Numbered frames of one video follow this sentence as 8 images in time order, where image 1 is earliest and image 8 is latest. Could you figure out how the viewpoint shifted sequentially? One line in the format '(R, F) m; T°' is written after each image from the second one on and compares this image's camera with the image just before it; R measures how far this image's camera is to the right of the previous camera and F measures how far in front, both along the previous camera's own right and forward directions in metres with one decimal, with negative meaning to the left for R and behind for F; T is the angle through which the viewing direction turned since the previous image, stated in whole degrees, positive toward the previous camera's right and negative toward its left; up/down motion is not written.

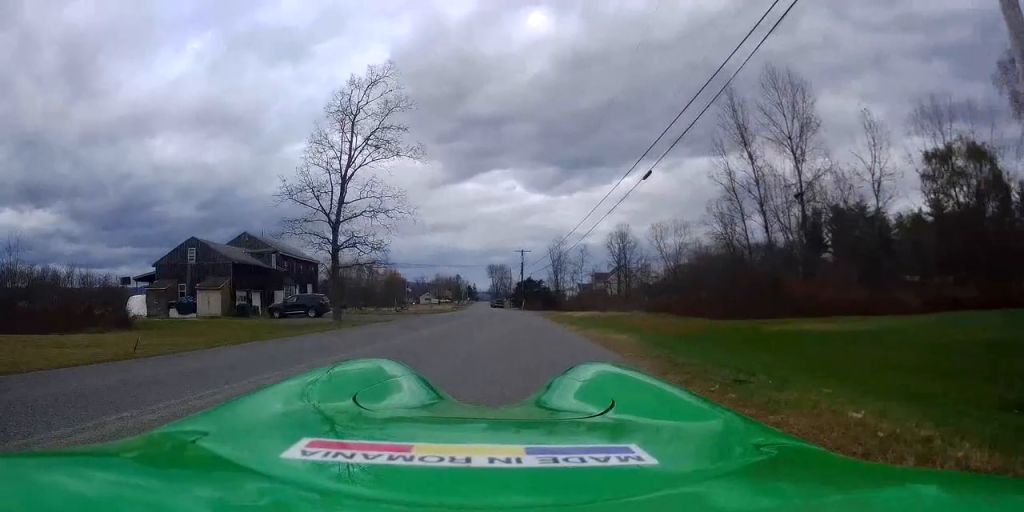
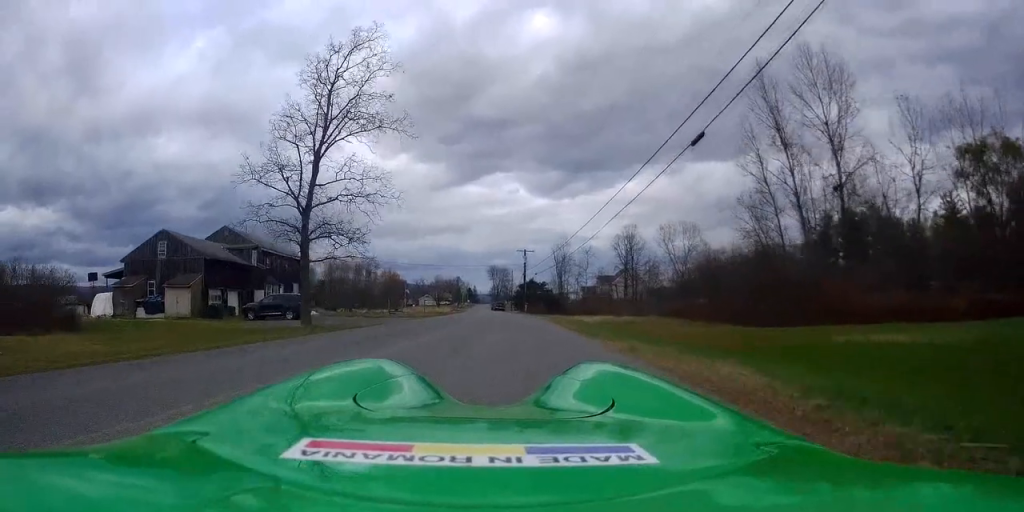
(+0.1, +5.0) m; +1°
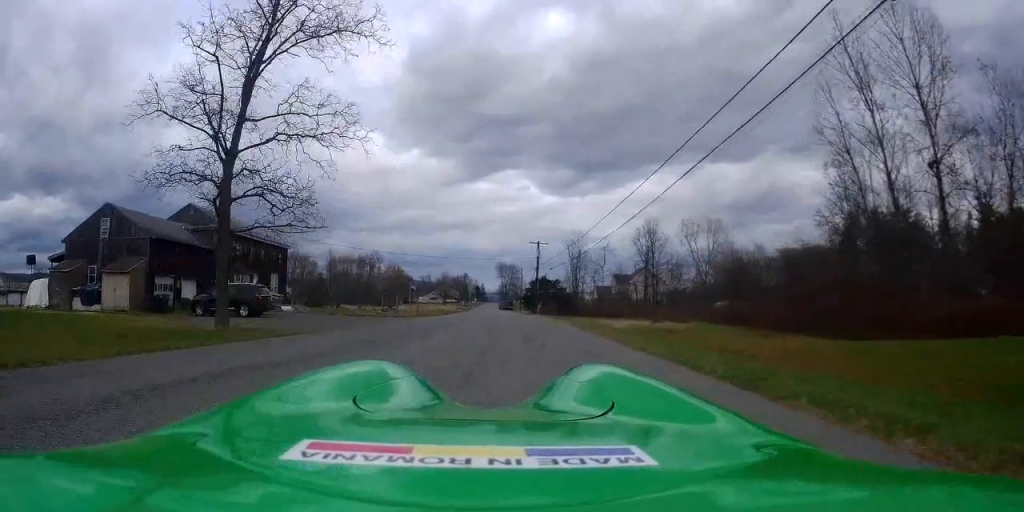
(+0.1, +8.5) m; -2°
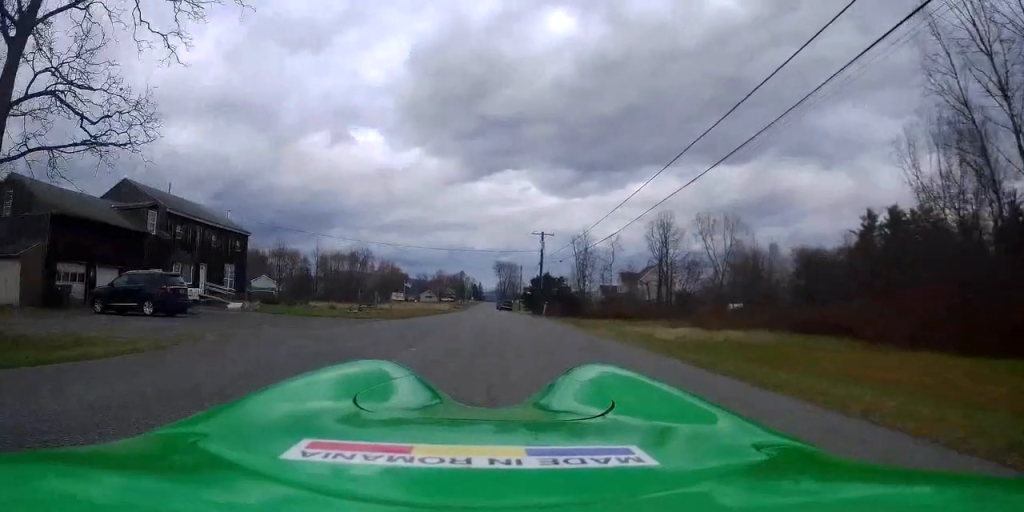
(-0.3, +9.4) m; -1°
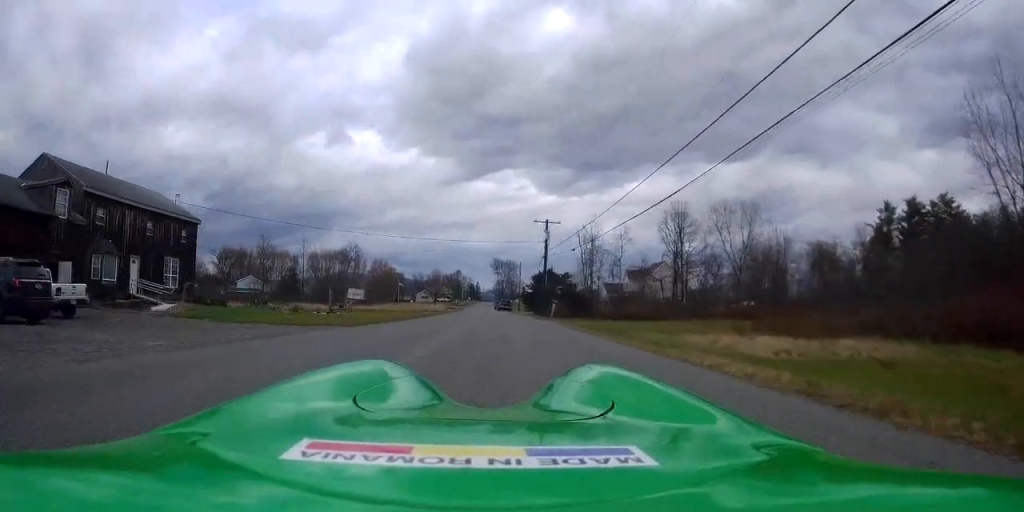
(-0.2, +8.5) m; +2°
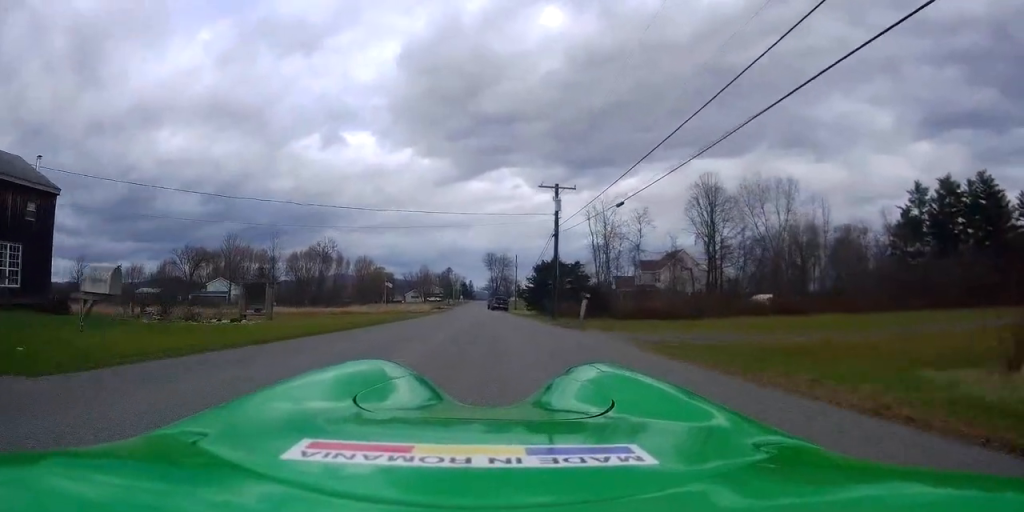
(+0.5, +15.2) m; 0°
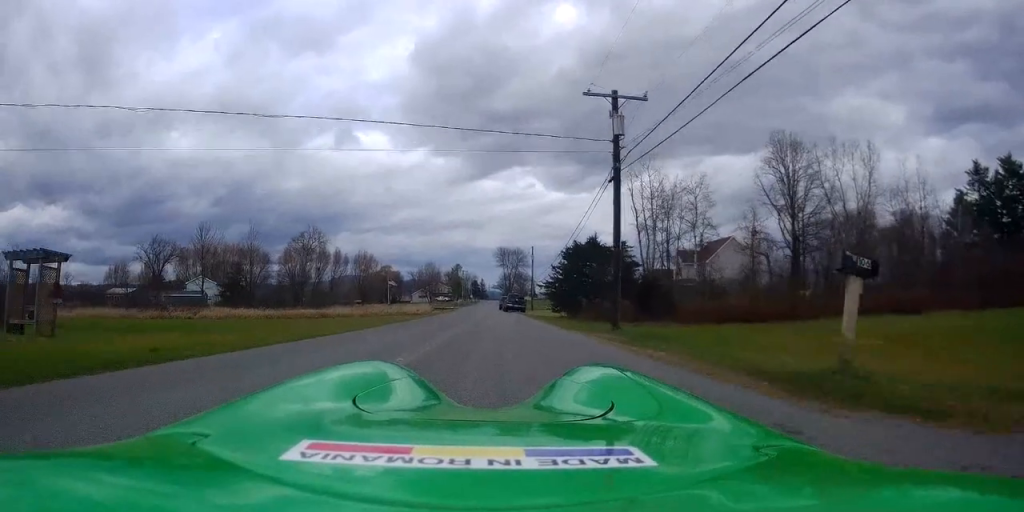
(+0.2, +16.4) m; +1°
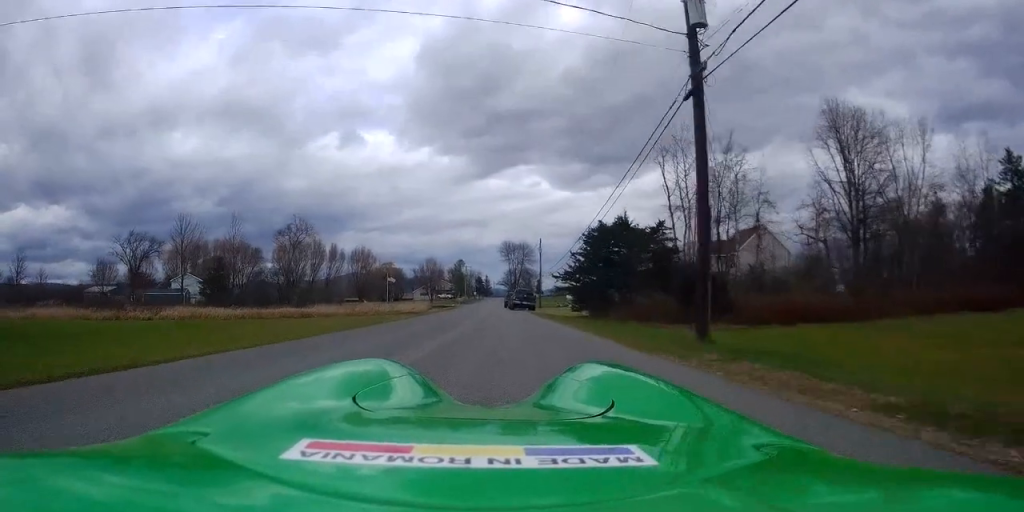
(0.0, +8.9) m; -2°
